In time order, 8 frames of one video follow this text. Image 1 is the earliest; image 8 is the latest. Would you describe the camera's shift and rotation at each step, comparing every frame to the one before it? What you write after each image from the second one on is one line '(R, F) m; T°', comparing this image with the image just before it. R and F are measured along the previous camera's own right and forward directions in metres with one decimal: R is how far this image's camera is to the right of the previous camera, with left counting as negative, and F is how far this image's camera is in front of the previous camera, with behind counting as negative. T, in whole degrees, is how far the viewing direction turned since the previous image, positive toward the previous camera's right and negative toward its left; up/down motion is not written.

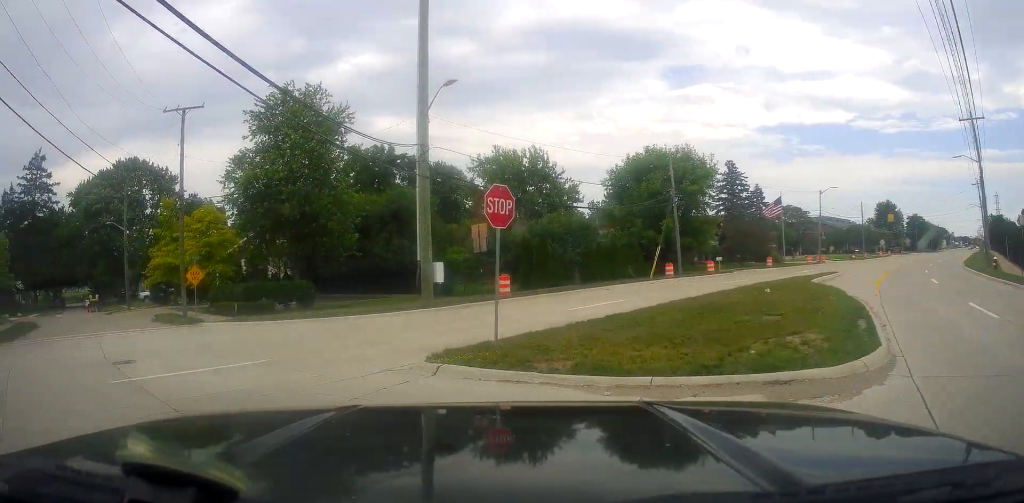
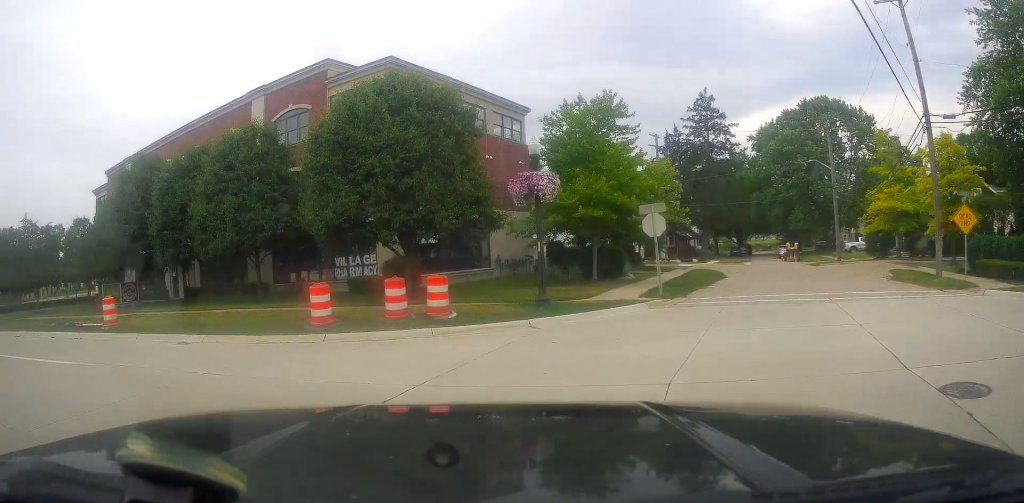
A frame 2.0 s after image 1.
(-4.6, +5.6) m; -79°
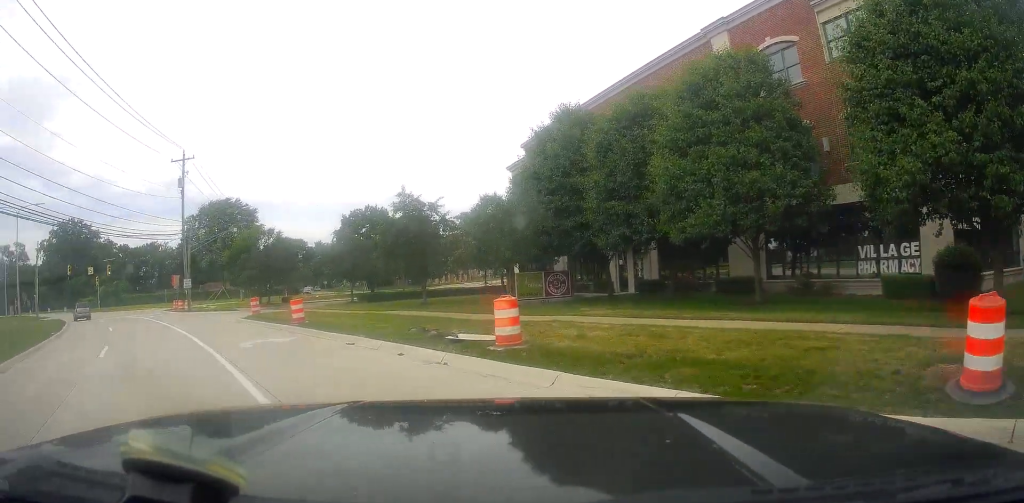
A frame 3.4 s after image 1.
(-2.6, +7.9) m; -27°
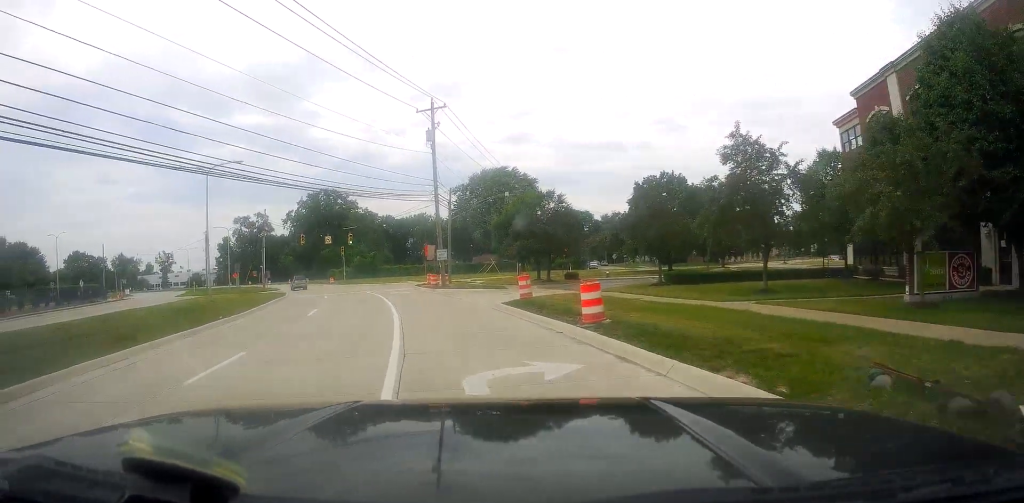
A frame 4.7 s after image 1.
(-1.9, +9.0) m; -23°
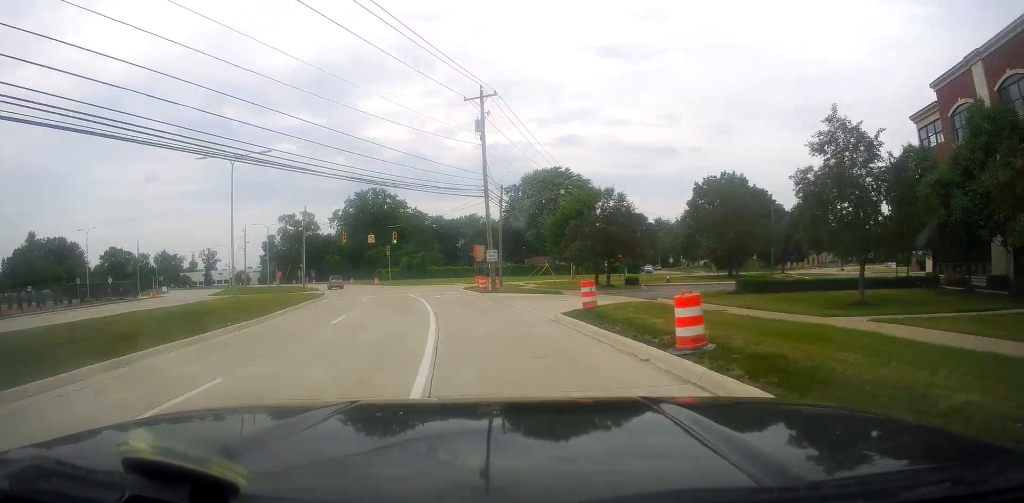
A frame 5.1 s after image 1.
(-0.4, +3.4) m; -7°
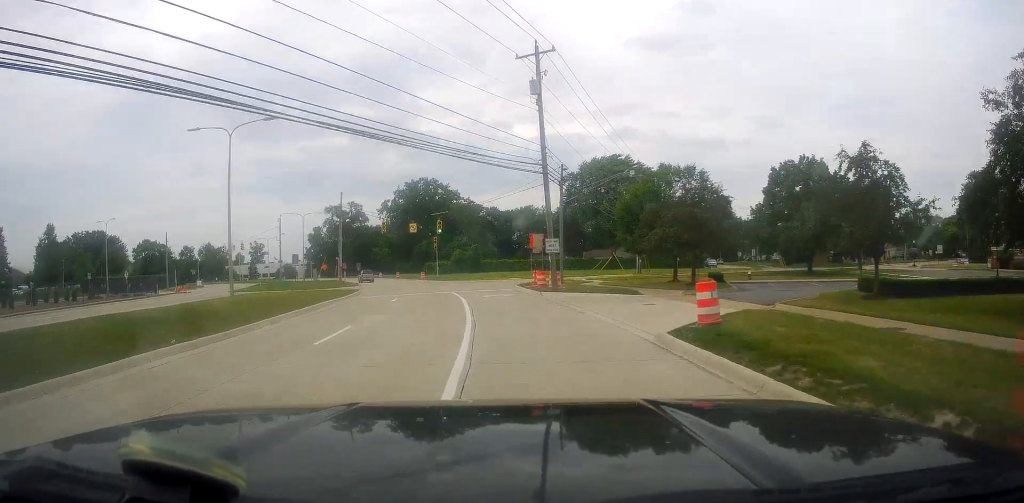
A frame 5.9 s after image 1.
(-0.1, +6.6) m; -10°
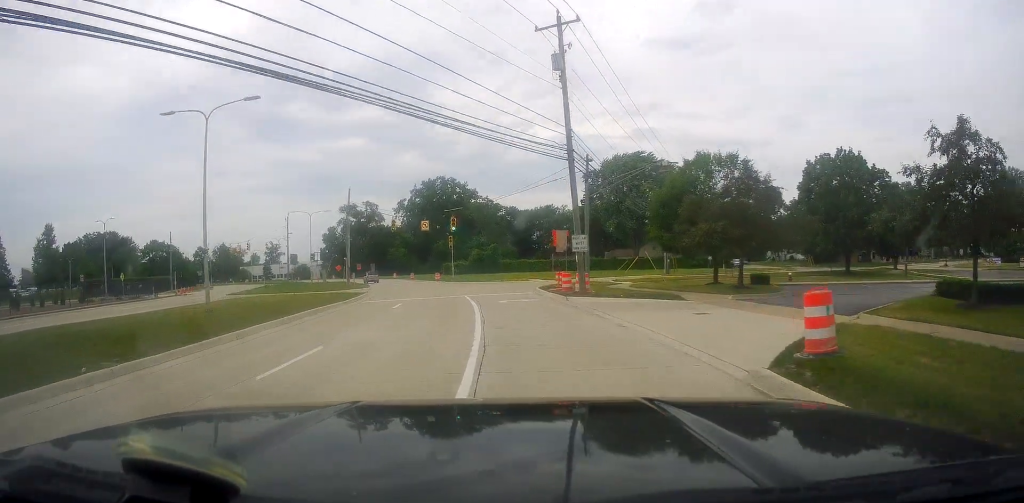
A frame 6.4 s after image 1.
(-0.3, +4.1) m; -5°
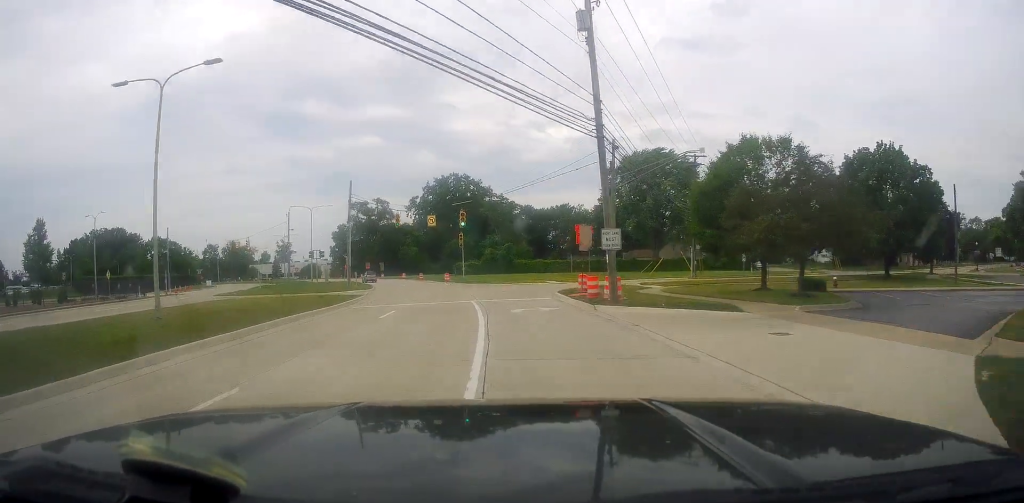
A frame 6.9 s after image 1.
(-0.7, +4.9) m; -5°
